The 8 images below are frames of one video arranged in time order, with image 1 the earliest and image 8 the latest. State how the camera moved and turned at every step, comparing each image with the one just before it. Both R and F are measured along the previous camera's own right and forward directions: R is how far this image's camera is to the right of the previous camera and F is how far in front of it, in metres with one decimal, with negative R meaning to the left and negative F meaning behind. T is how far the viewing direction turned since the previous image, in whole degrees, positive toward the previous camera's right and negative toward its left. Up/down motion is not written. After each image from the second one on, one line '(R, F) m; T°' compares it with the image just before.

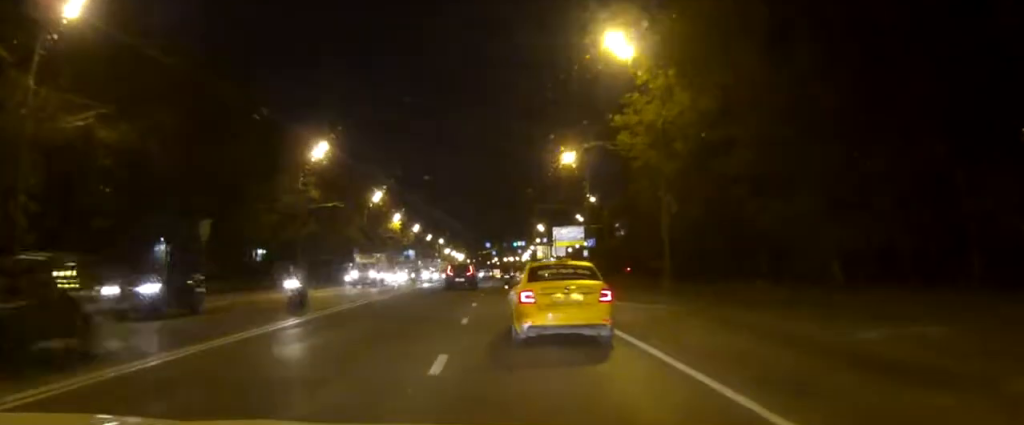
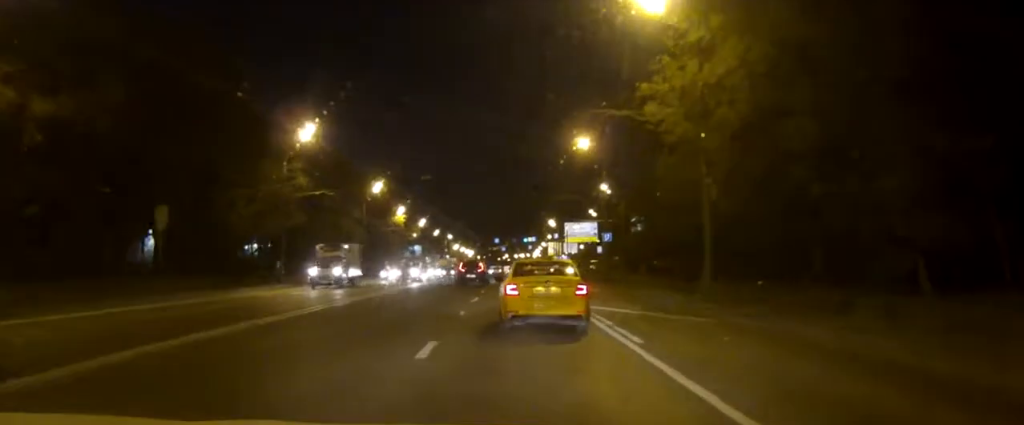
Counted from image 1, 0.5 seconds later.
(0.0, +6.6) m; -1°
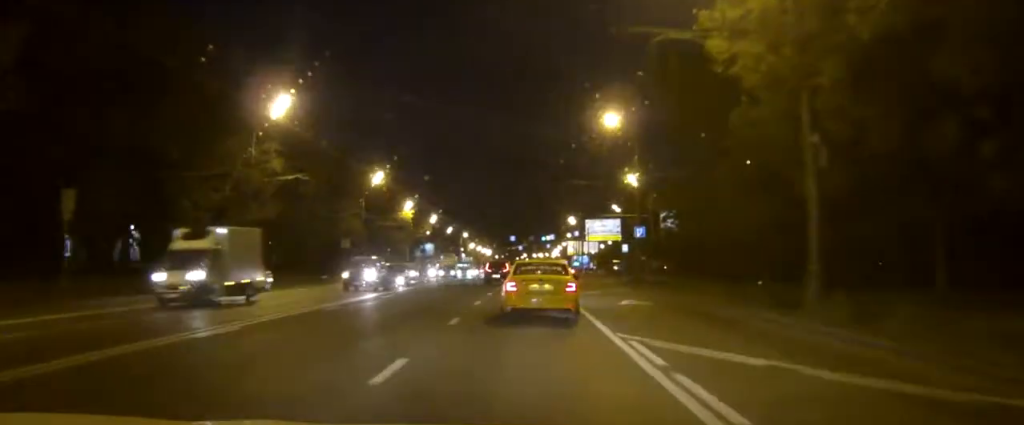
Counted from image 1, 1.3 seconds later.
(-0.2, +10.4) m; -1°
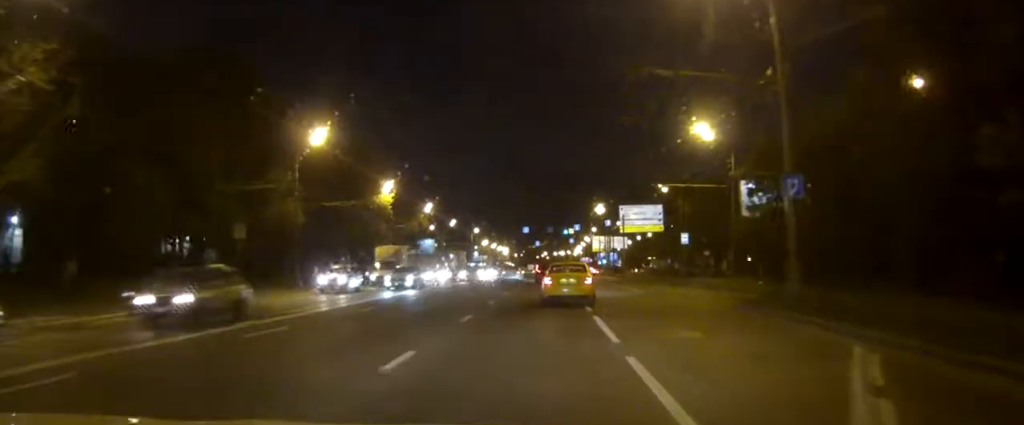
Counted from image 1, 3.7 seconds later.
(-2.4, +31.1) m; -8°
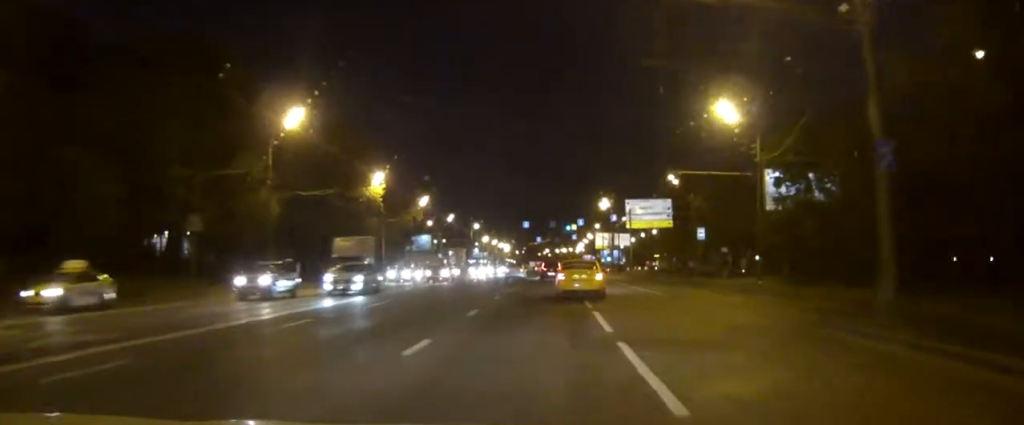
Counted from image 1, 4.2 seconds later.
(+0.2, +6.7) m; +1°
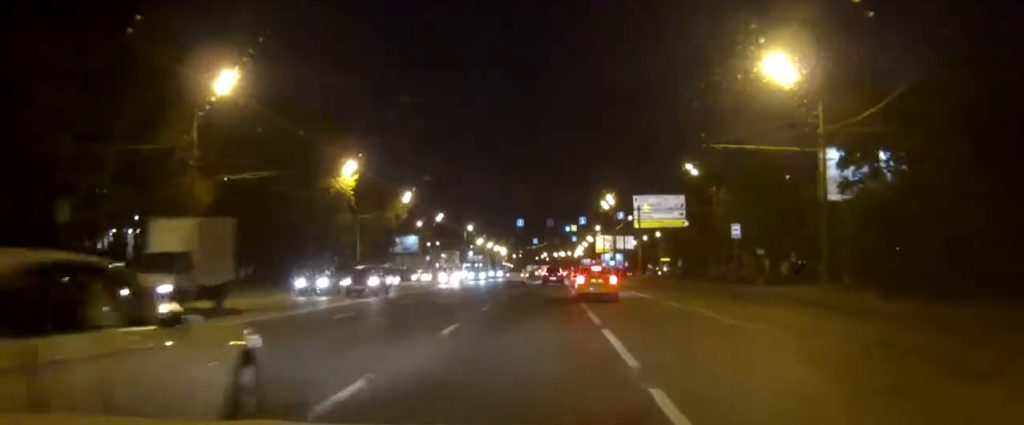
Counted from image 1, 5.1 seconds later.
(+0.3, +12.6) m; +3°
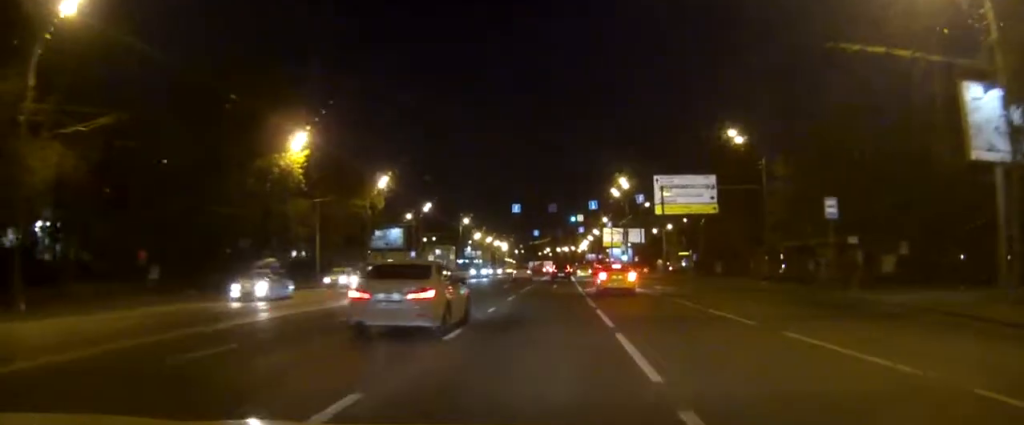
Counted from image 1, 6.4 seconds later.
(+0.4, +17.2) m; +2°
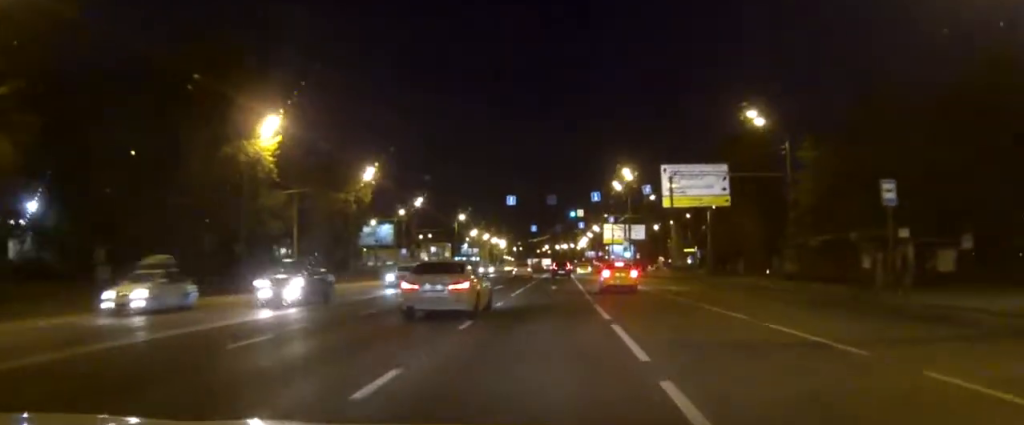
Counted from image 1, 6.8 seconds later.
(0.0, +6.4) m; 0°
